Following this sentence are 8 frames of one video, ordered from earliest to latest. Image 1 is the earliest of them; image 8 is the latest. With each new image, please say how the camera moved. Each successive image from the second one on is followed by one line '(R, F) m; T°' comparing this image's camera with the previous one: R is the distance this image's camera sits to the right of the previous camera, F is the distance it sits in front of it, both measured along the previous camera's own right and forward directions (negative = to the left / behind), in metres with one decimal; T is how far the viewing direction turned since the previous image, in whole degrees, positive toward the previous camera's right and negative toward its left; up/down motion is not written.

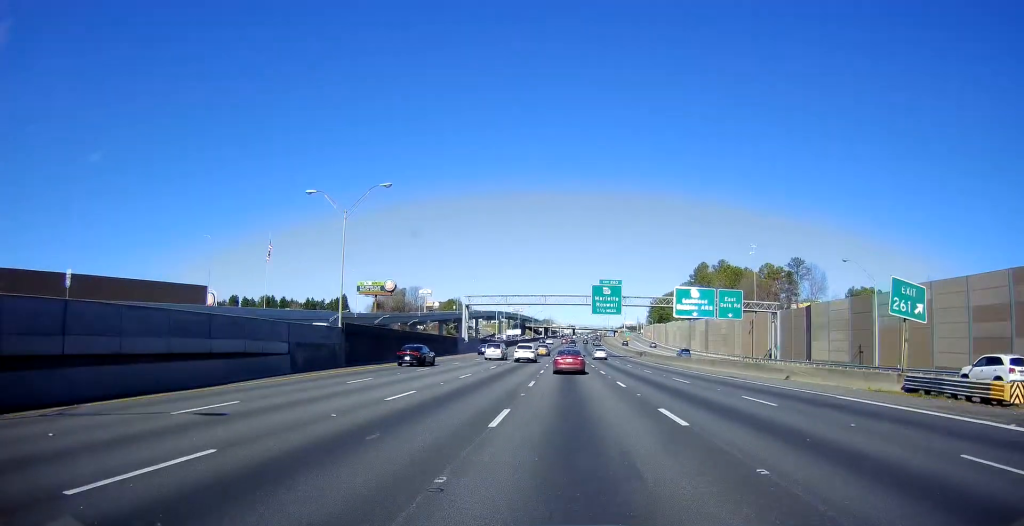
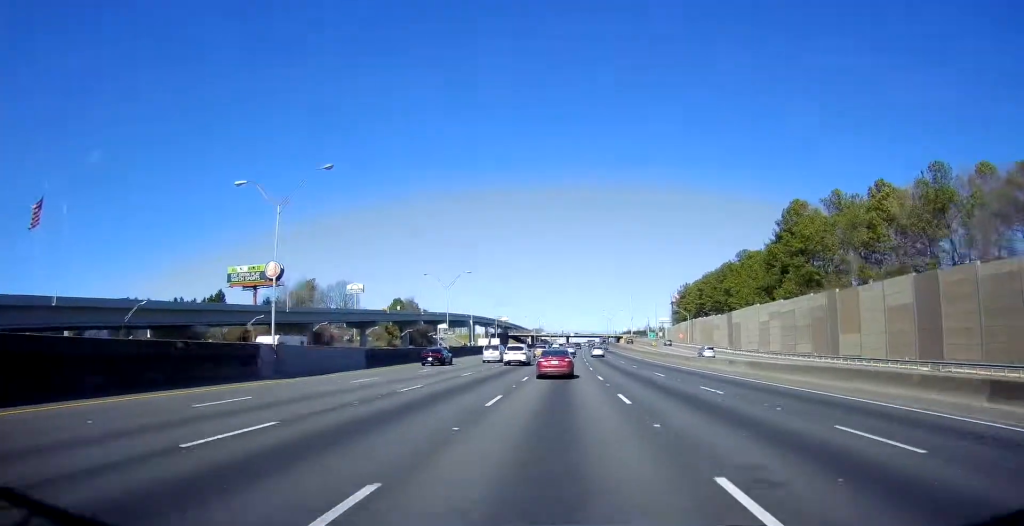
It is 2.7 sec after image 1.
(+0.8, +90.5) m; +1°
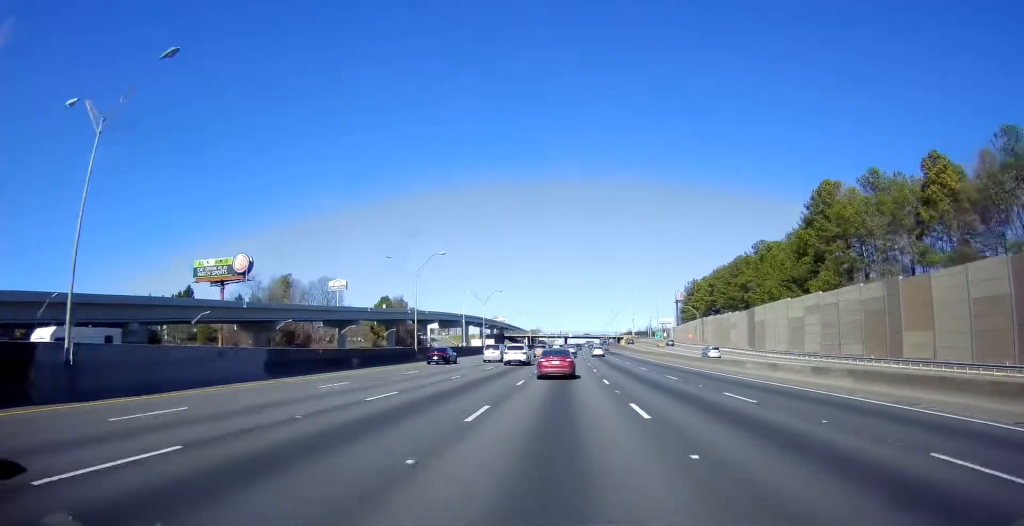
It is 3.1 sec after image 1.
(0.0, +15.4) m; 0°
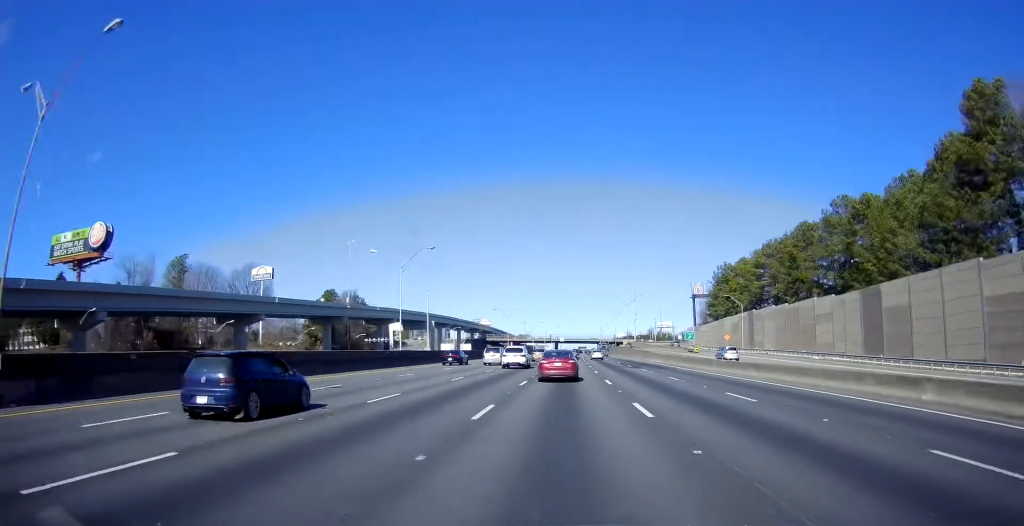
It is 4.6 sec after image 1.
(0.0, +49.0) m; +1°
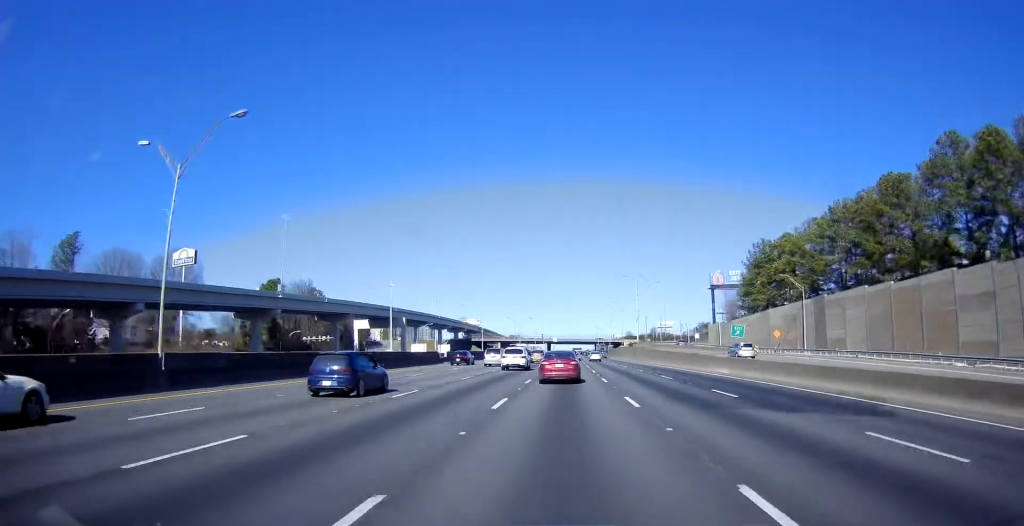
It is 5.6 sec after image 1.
(+0.6, +34.7) m; 0°
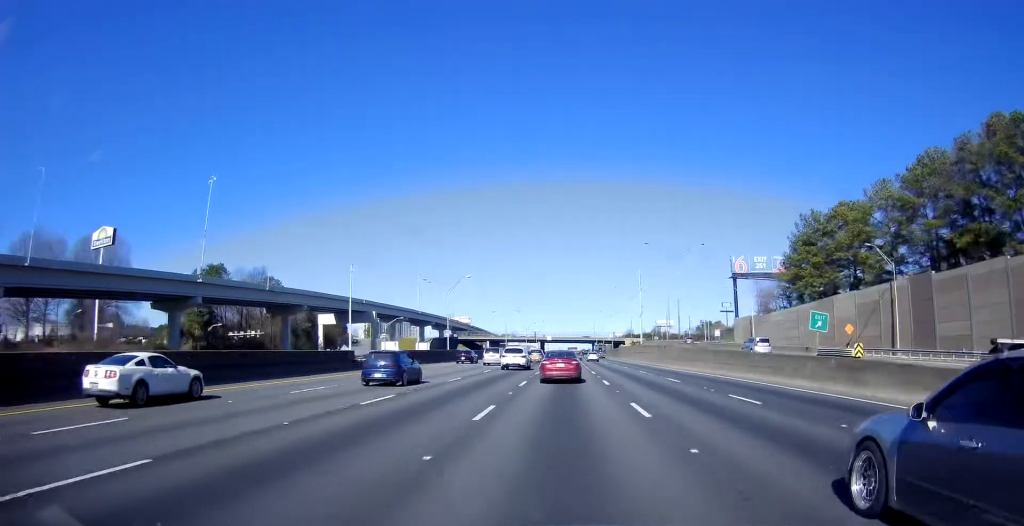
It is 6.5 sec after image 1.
(-0.4, +27.6) m; 0°
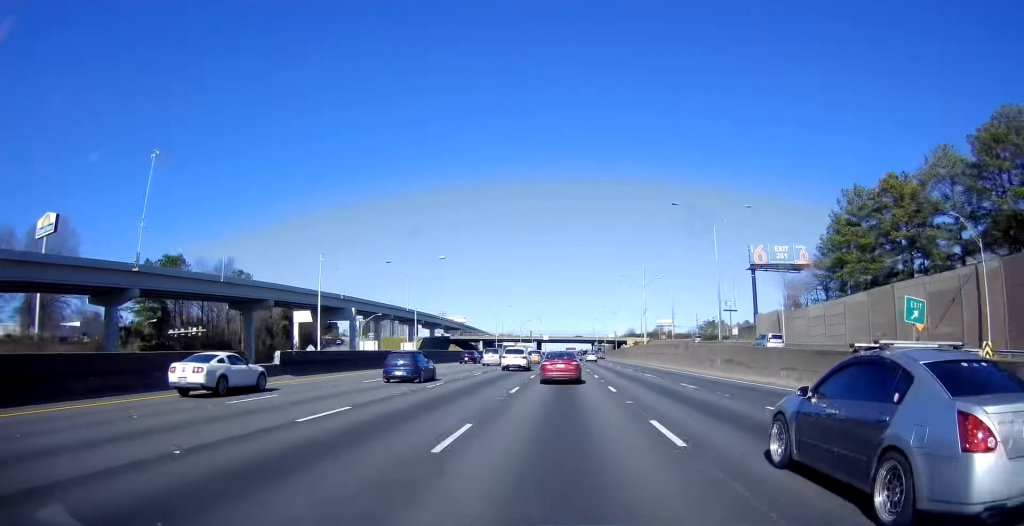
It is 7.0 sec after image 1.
(0.0, +16.5) m; +1°
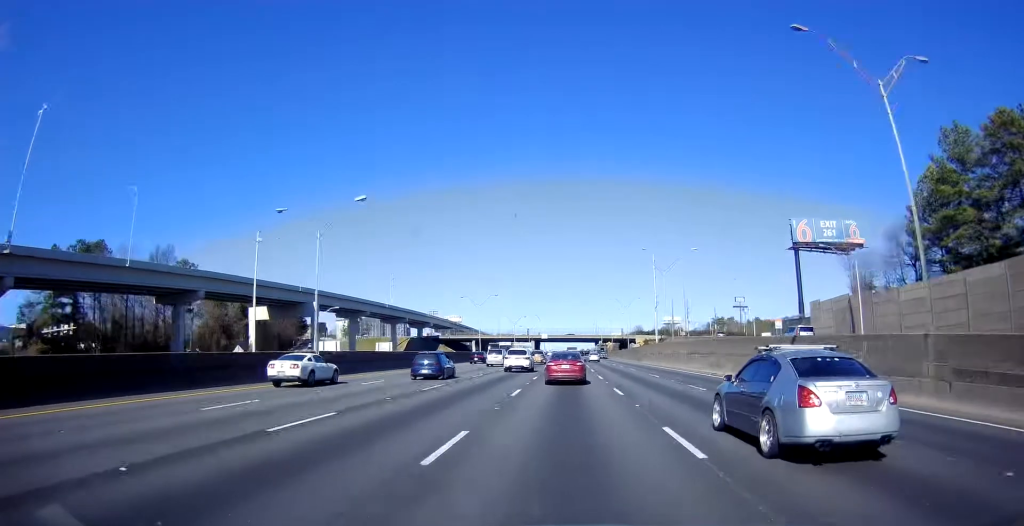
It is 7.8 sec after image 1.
(0.0, +26.1) m; +2°
